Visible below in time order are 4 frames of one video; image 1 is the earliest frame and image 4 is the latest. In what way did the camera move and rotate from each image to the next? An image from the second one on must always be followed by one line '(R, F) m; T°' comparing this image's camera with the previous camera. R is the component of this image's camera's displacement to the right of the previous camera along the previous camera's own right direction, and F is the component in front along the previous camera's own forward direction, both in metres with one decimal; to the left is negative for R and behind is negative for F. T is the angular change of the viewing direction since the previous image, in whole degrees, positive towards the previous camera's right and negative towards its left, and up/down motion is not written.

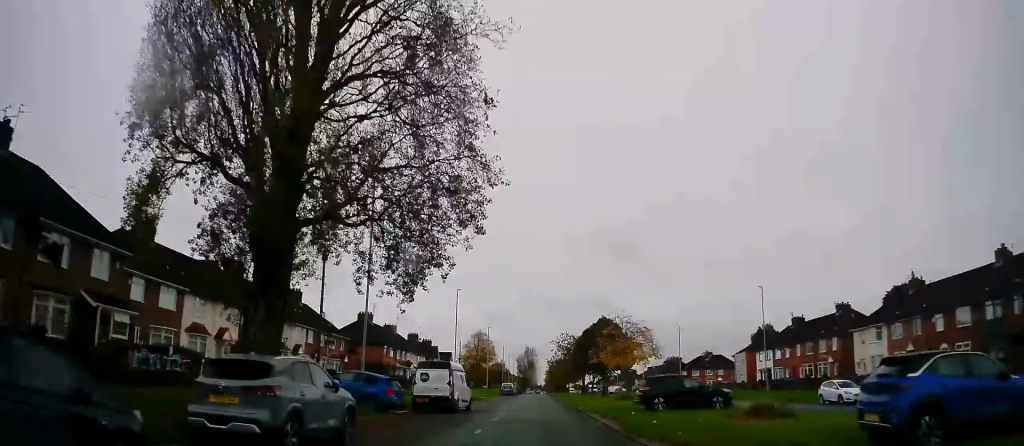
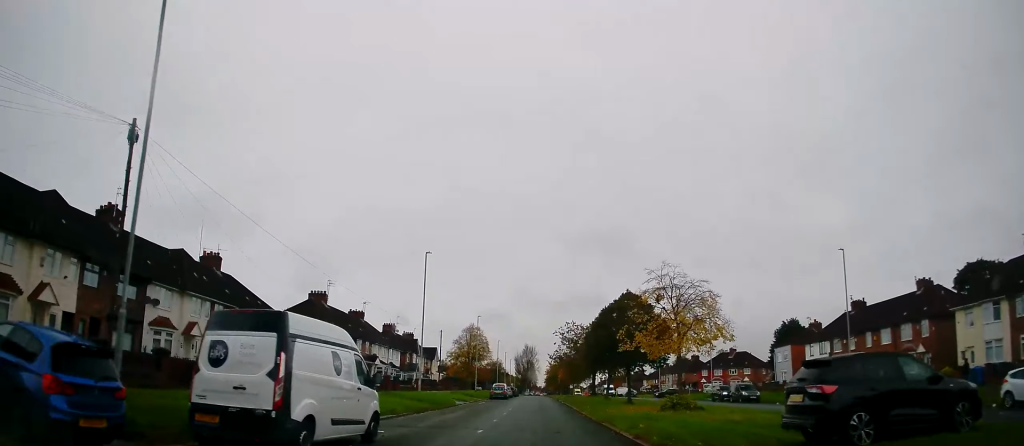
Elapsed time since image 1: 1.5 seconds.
(+0.1, +17.5) m; 0°
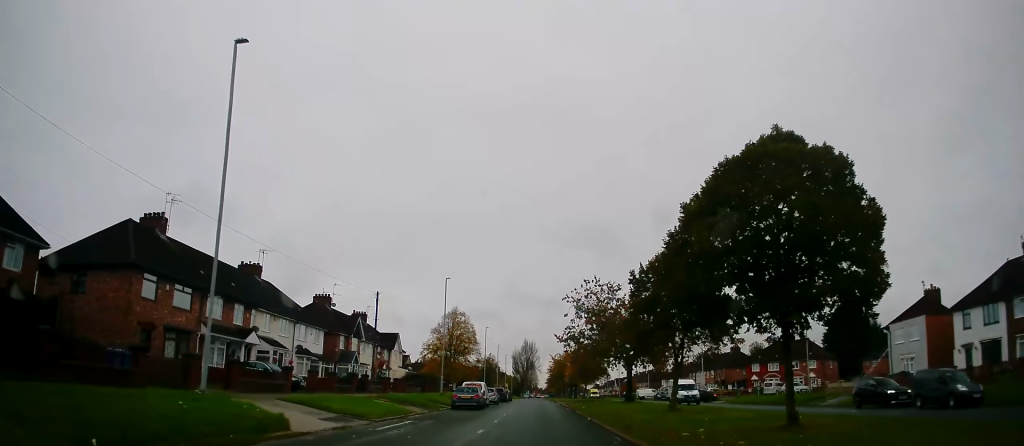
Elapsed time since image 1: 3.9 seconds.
(-0.2, +28.9) m; 0°
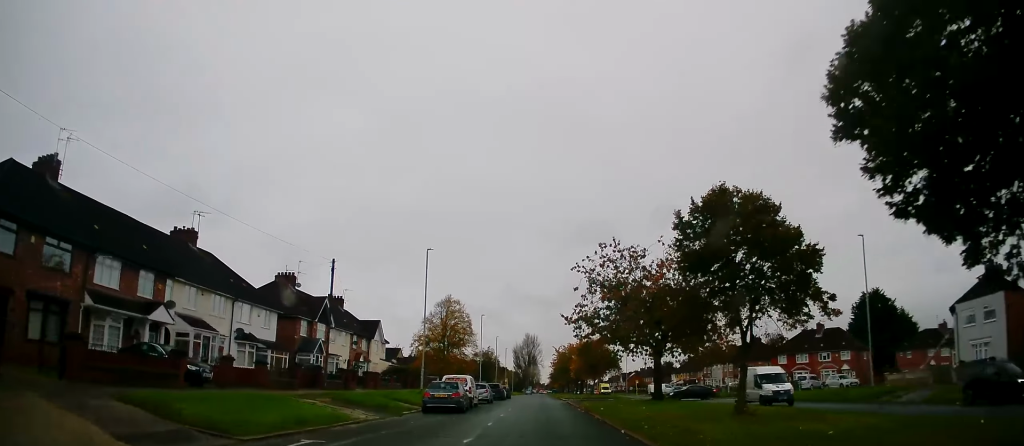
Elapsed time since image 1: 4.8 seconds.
(0.0, +10.0) m; 0°
